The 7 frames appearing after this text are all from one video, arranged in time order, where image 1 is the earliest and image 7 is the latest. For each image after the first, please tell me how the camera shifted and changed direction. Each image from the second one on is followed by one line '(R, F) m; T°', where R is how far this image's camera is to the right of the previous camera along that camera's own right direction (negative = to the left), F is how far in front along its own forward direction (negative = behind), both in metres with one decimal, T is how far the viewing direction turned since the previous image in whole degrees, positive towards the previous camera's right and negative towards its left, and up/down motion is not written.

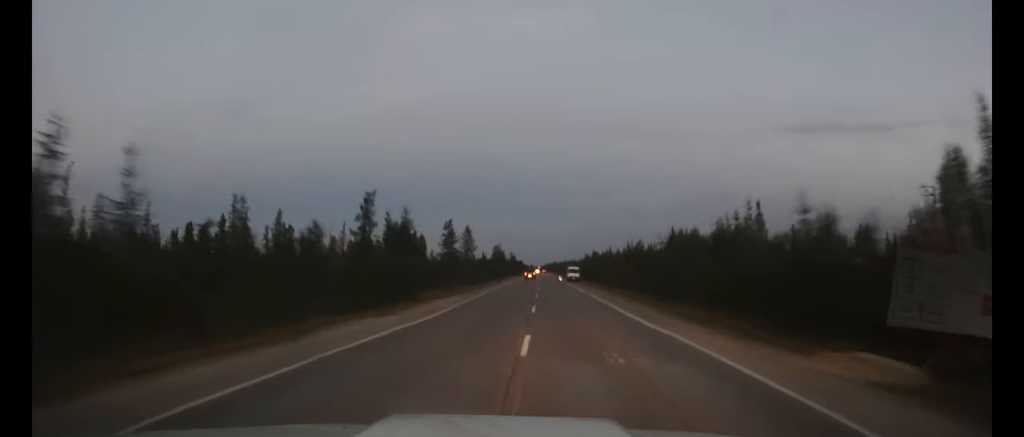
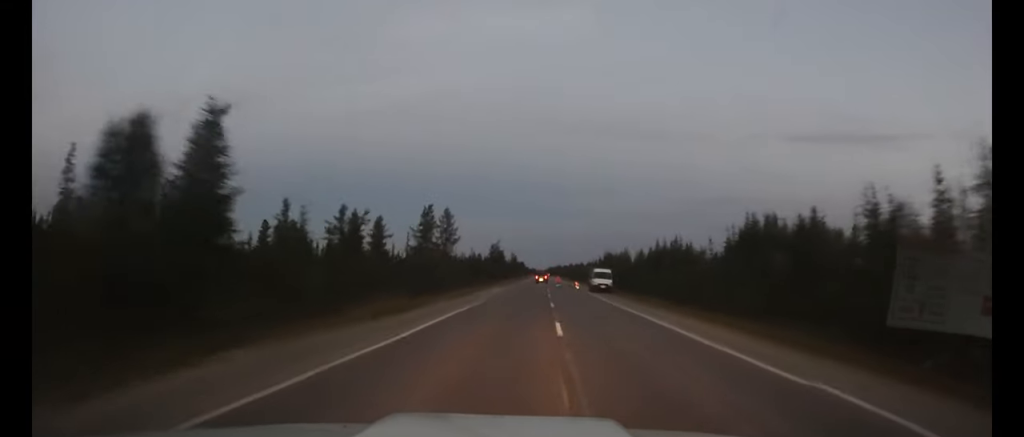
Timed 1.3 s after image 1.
(0.0, +30.8) m; 0°
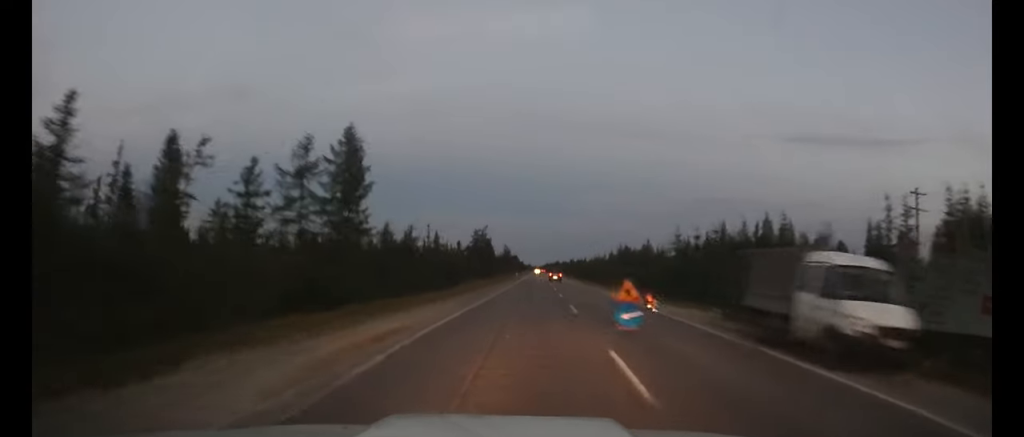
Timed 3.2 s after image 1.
(0.0, +43.7) m; 0°
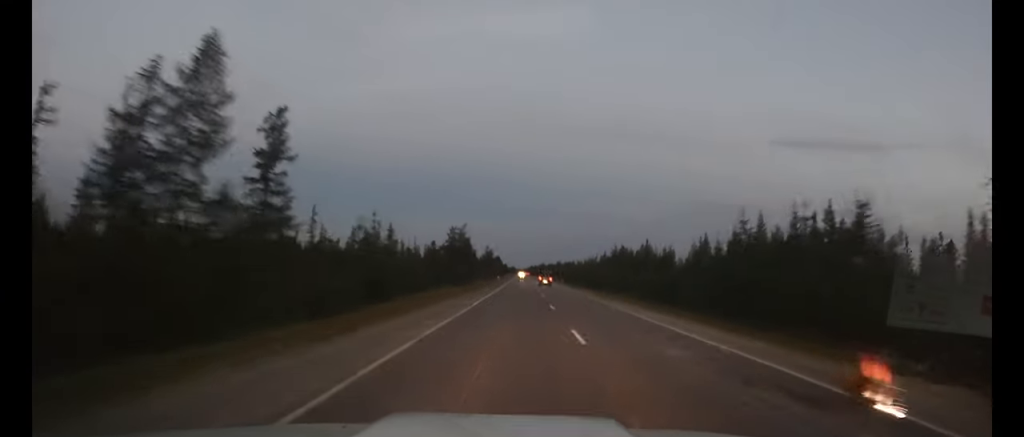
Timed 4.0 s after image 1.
(0.0, +17.8) m; 0°
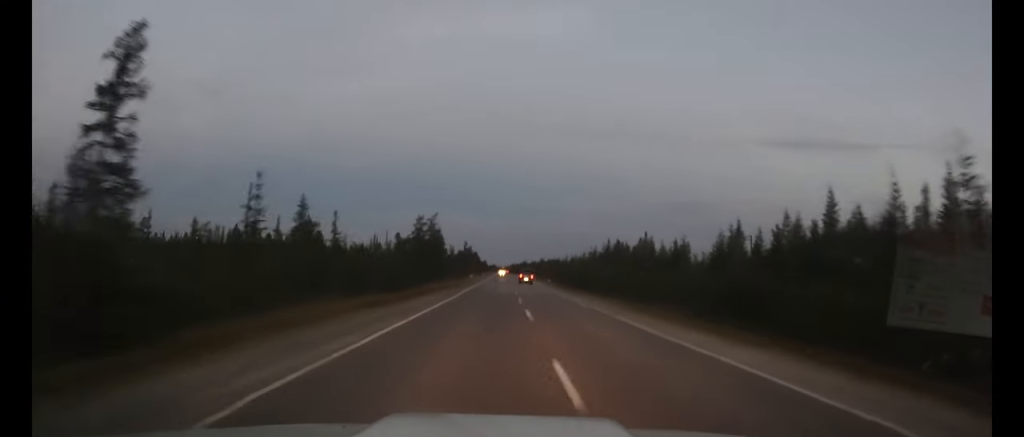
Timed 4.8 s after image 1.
(+0.2, +19.1) m; +1°
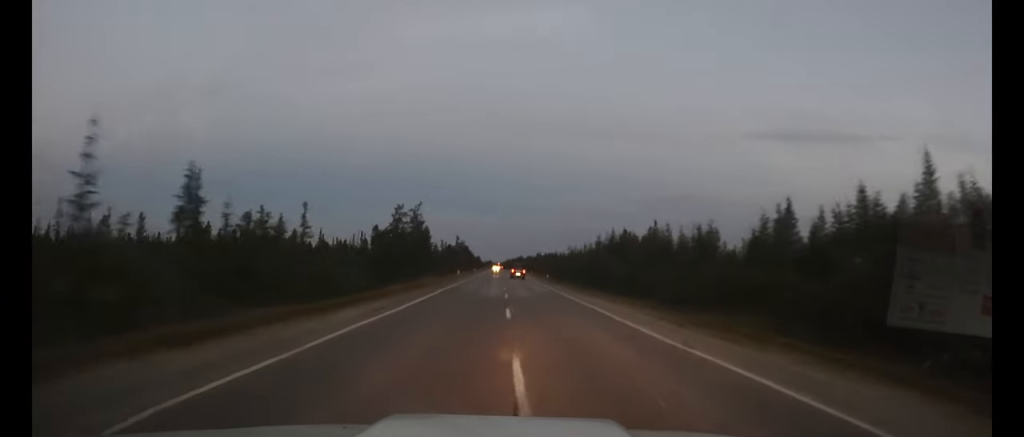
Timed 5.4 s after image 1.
(+0.2, +13.6) m; +1°
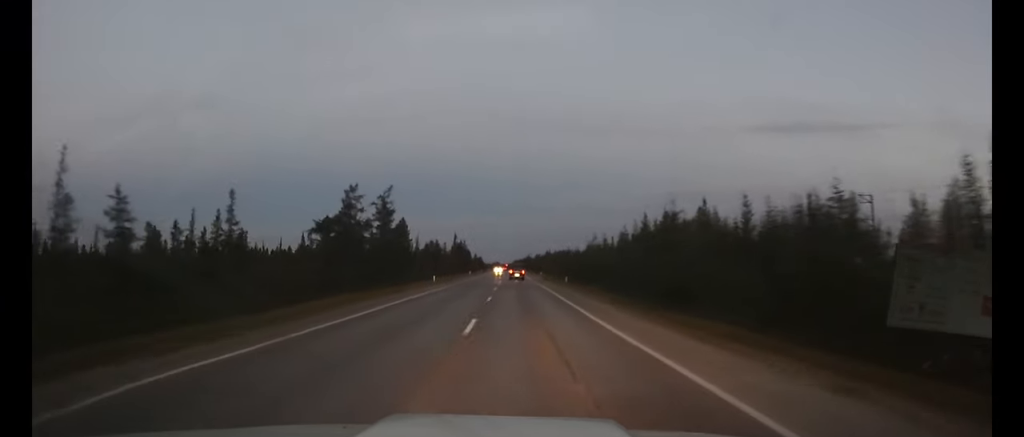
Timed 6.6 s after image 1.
(+0.4, +27.6) m; +1°
